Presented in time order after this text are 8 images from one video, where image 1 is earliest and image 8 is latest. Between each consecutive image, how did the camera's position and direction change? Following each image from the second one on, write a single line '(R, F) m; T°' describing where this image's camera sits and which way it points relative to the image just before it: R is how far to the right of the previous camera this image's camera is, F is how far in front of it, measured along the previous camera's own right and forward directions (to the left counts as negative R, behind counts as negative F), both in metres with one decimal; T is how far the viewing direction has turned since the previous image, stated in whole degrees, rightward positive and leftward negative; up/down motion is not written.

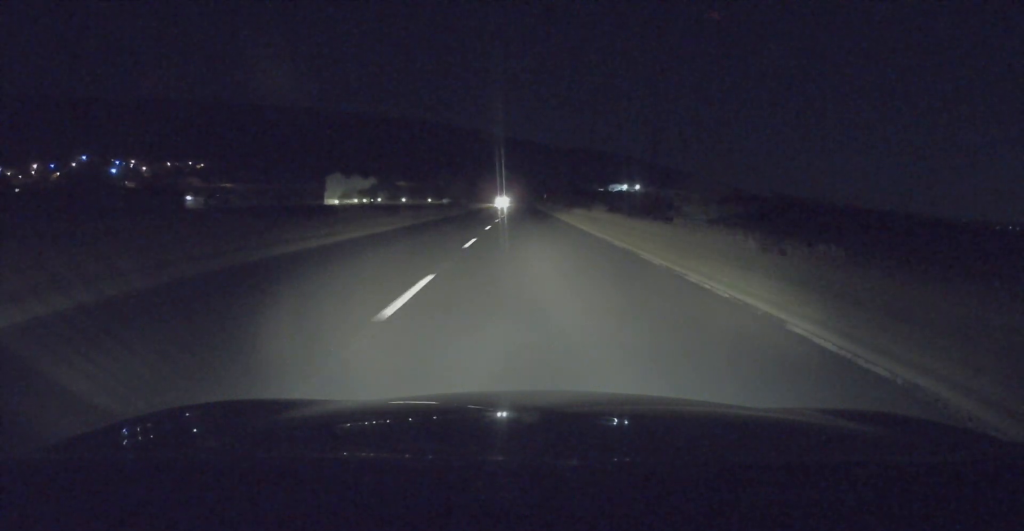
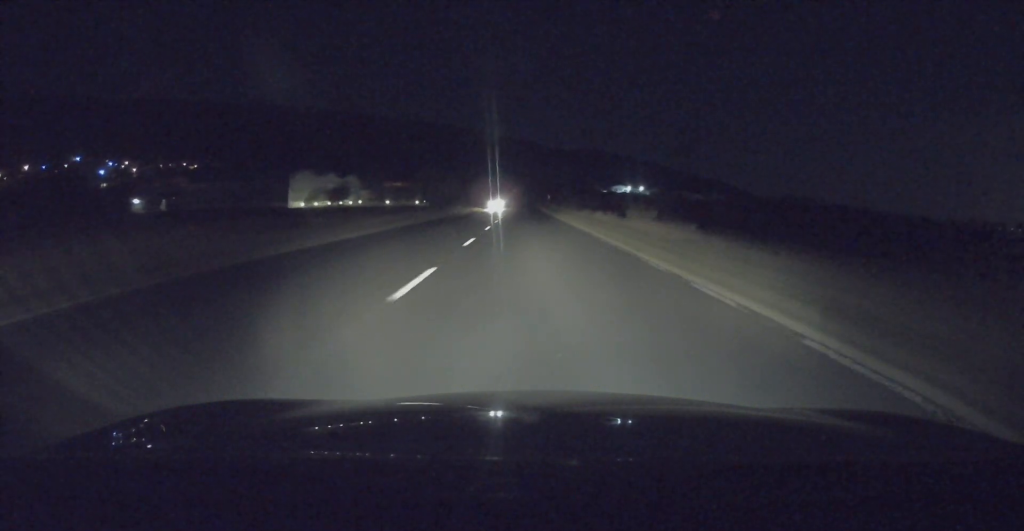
(+0.3, +16.6) m; 0°
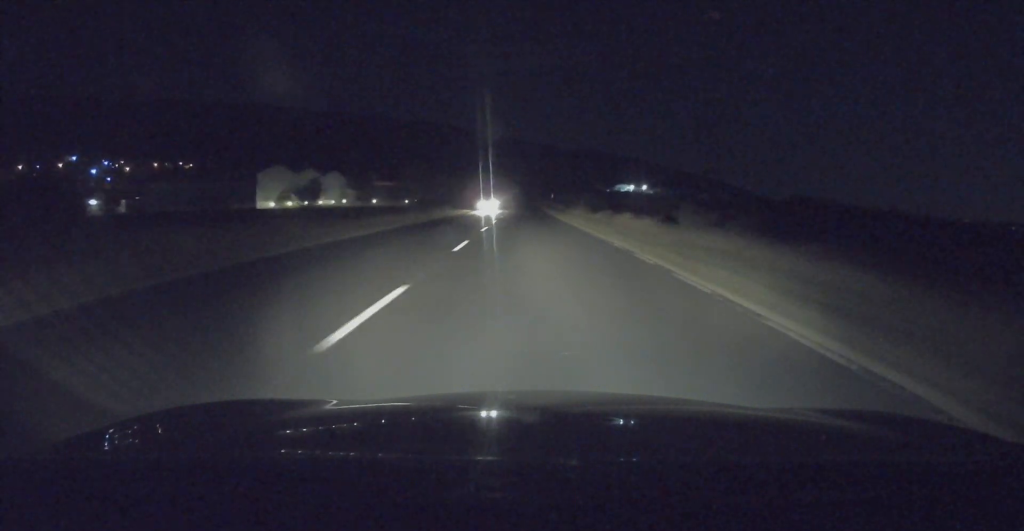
(-0.4, +11.1) m; 0°
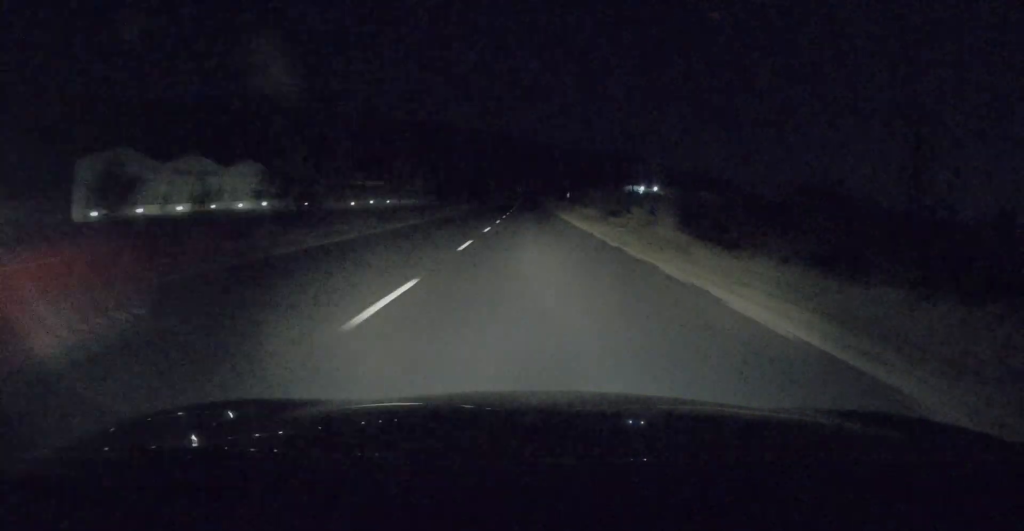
(+0.2, +34.8) m; +1°
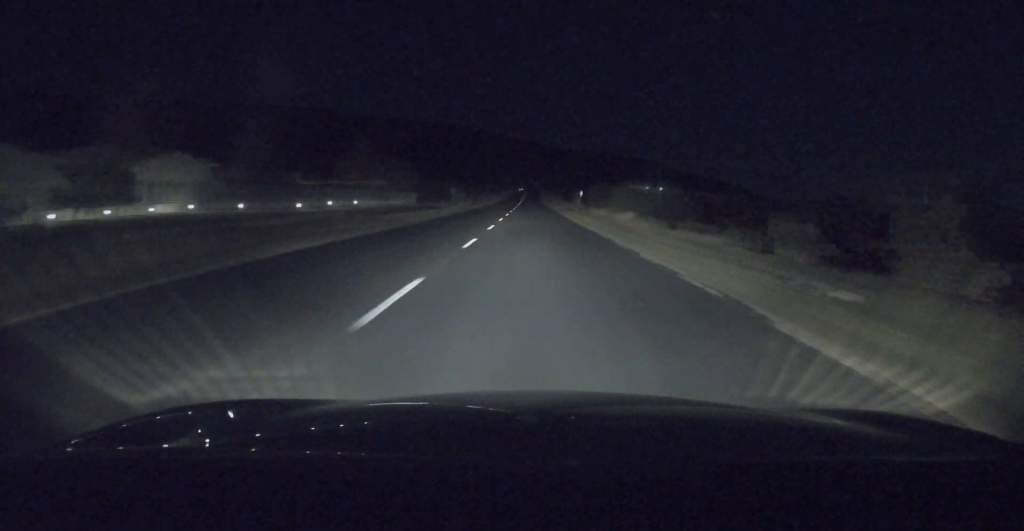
(0.0, +17.4) m; 0°
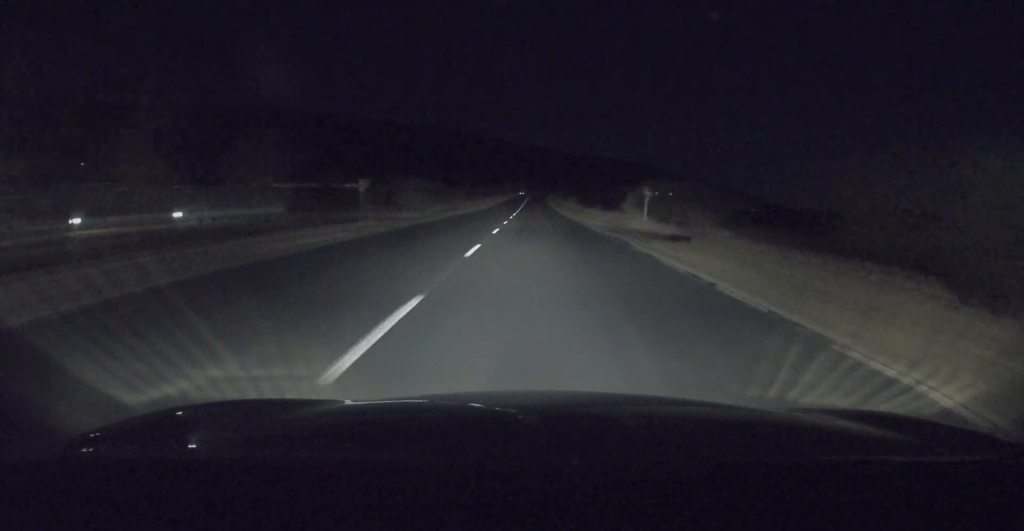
(-0.4, +37.1) m; -1°
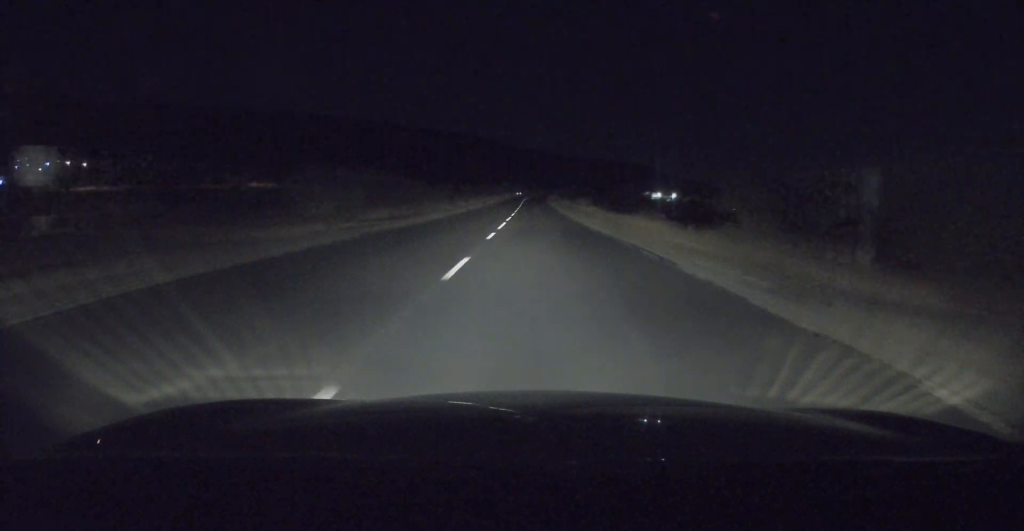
(-0.1, +21.2) m; 0°
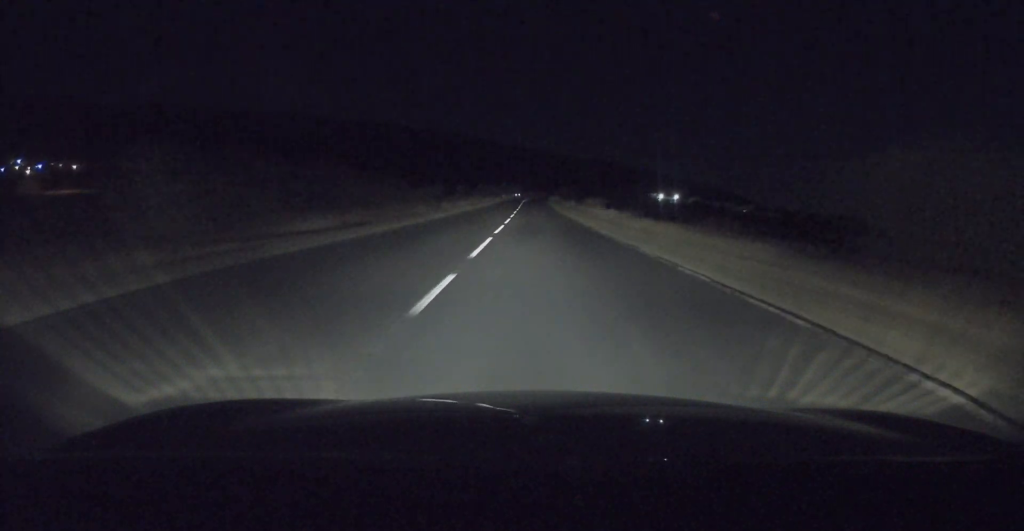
(+0.2, +11.7) m; 0°
